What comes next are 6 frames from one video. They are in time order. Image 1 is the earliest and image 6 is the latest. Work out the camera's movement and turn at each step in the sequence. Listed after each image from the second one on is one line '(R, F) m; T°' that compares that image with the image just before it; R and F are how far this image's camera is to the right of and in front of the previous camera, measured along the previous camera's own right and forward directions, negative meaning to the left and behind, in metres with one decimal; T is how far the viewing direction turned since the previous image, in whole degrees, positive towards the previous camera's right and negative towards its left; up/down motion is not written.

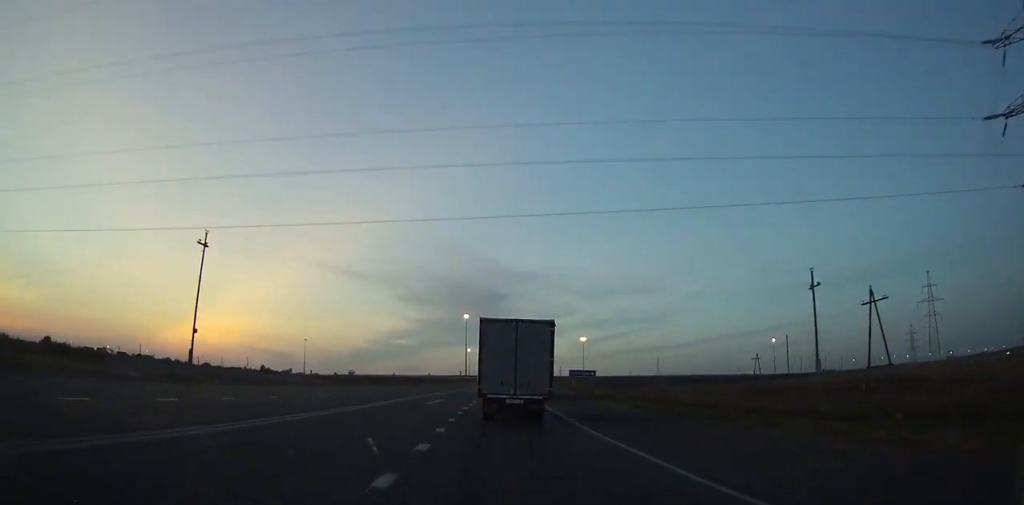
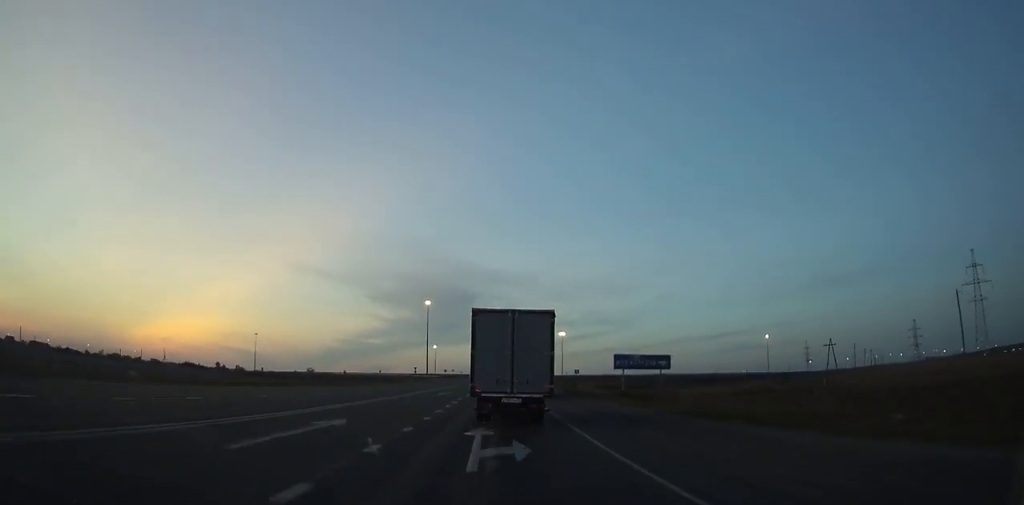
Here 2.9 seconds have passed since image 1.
(+1.2, +47.2) m; +3°
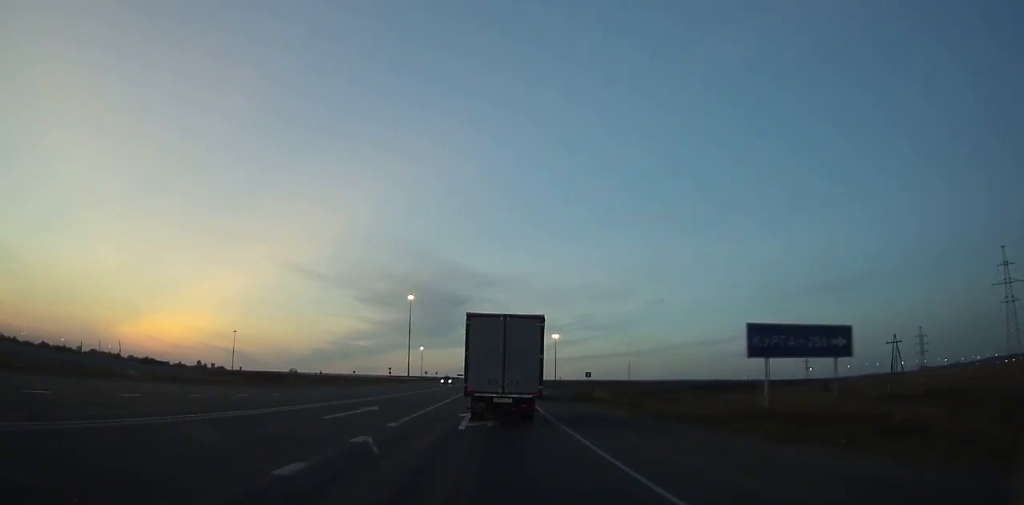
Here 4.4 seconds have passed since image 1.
(+0.3, +23.6) m; +2°
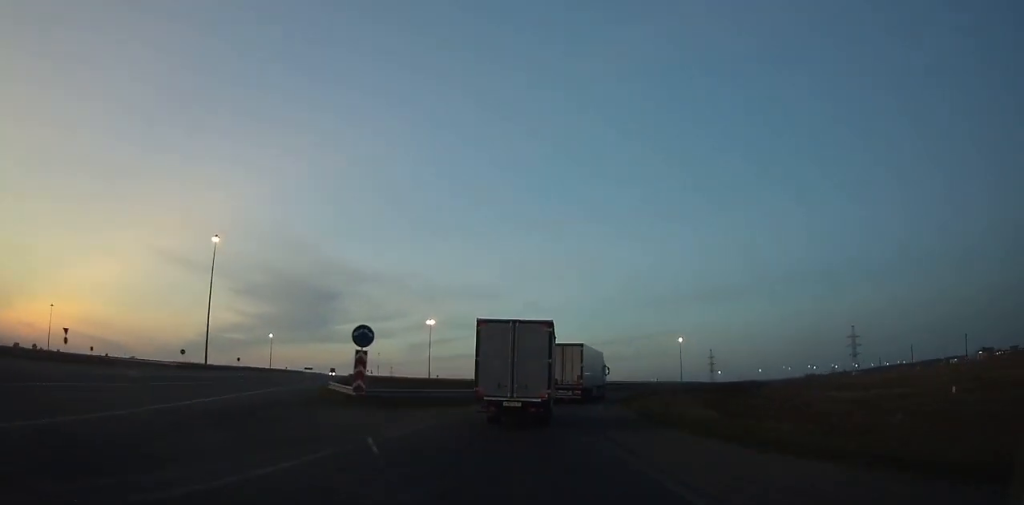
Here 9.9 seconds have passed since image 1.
(+5.7, +81.6) m; +12°
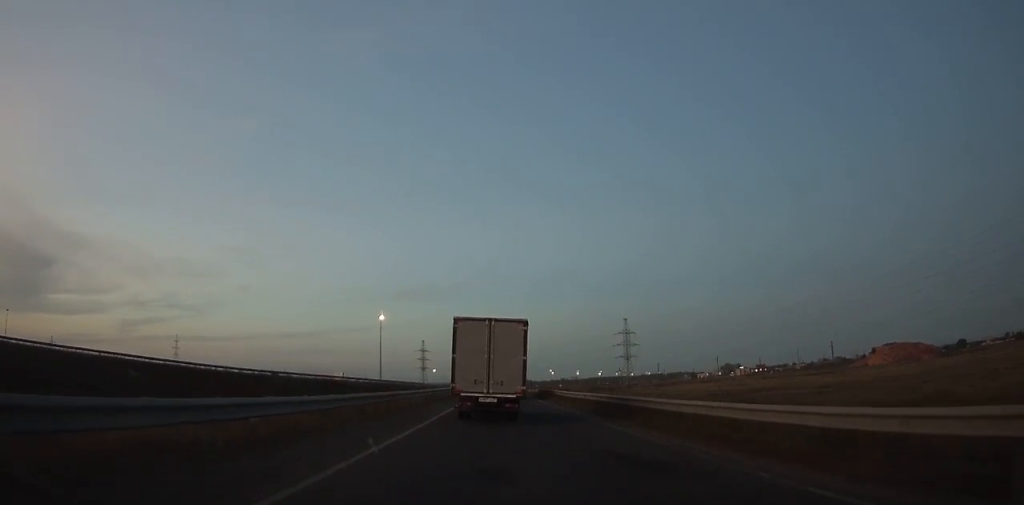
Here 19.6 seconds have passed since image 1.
(+43.4, +129.6) m; +29°
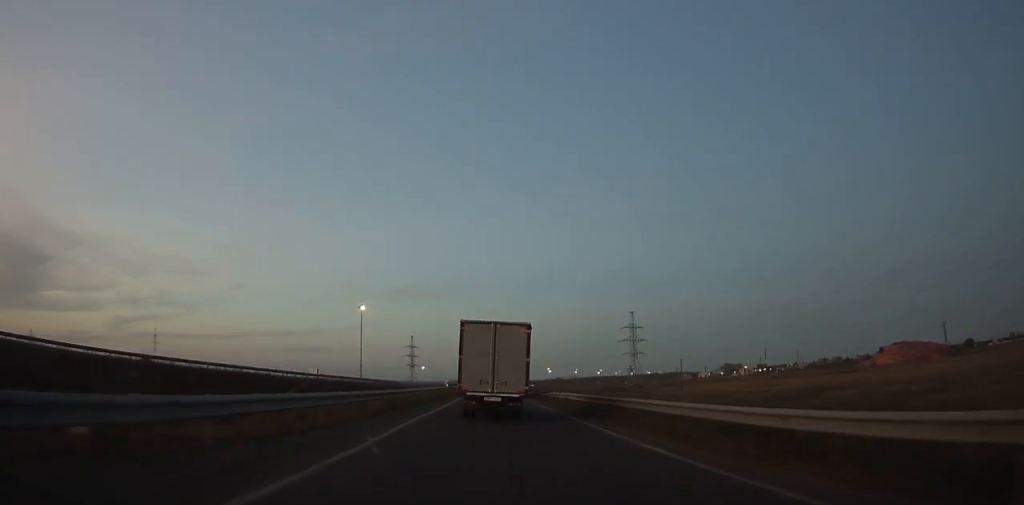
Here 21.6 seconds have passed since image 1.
(+0.1, +29.2) m; 0°
